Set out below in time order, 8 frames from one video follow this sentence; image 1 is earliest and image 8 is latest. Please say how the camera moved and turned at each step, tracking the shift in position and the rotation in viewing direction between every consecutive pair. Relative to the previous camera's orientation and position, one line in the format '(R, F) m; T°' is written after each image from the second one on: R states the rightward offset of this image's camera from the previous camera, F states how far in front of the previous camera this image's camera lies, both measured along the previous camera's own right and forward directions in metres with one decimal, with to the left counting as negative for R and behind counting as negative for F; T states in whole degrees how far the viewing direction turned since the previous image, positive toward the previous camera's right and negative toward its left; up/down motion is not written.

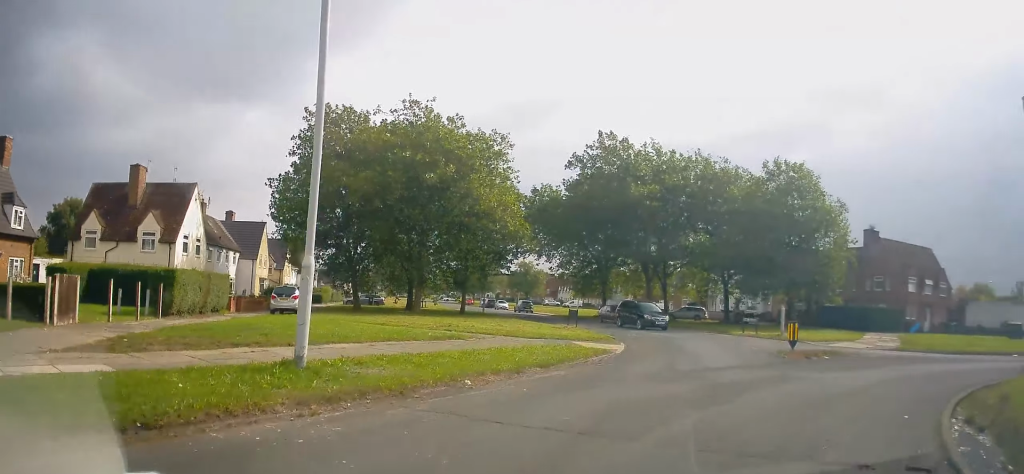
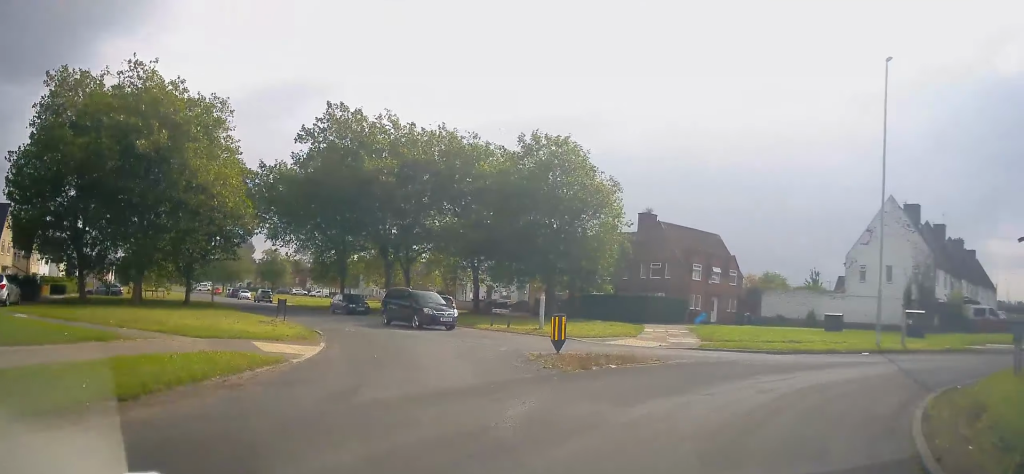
(+1.1, +5.1) m; +23°
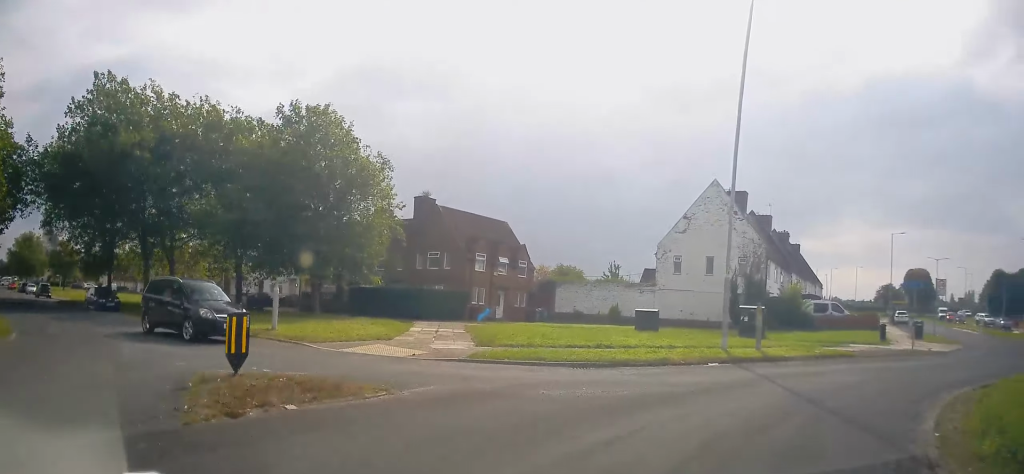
(+0.9, +5.1) m; +20°
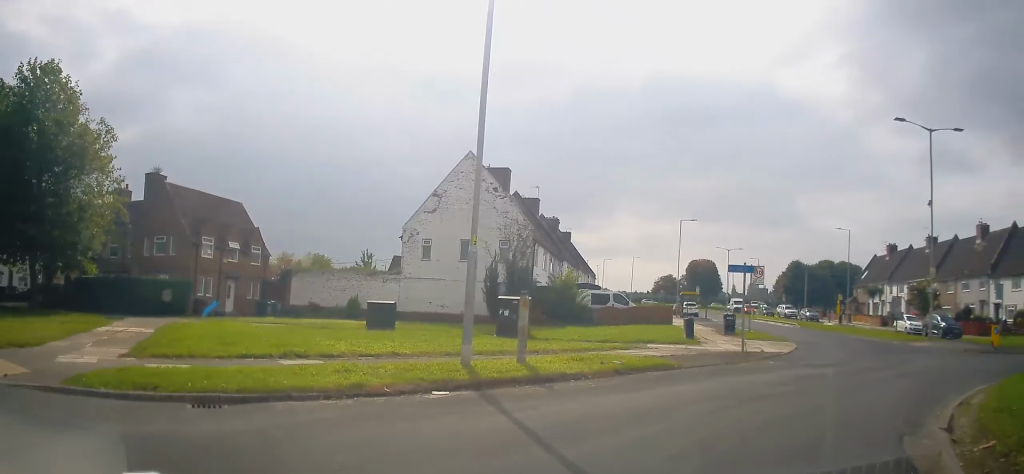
(+1.1, +5.5) m; +22°
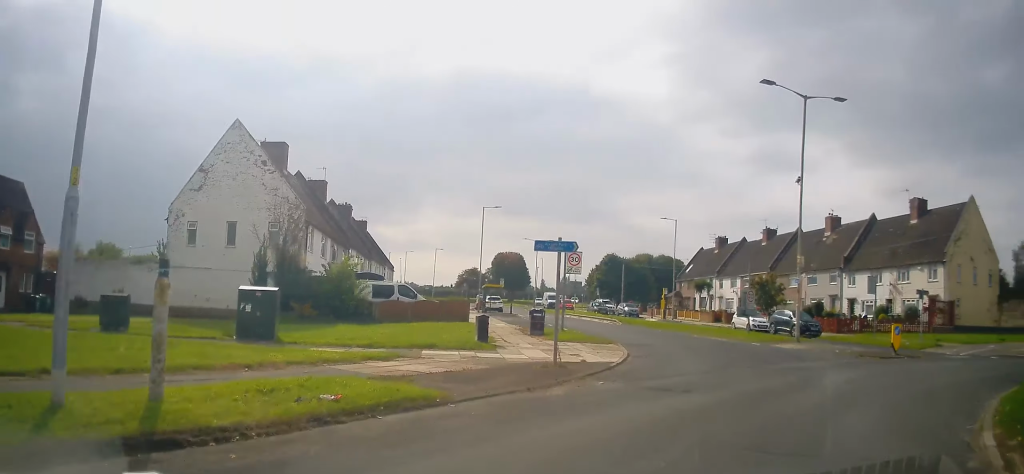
(+0.7, +4.9) m; +18°
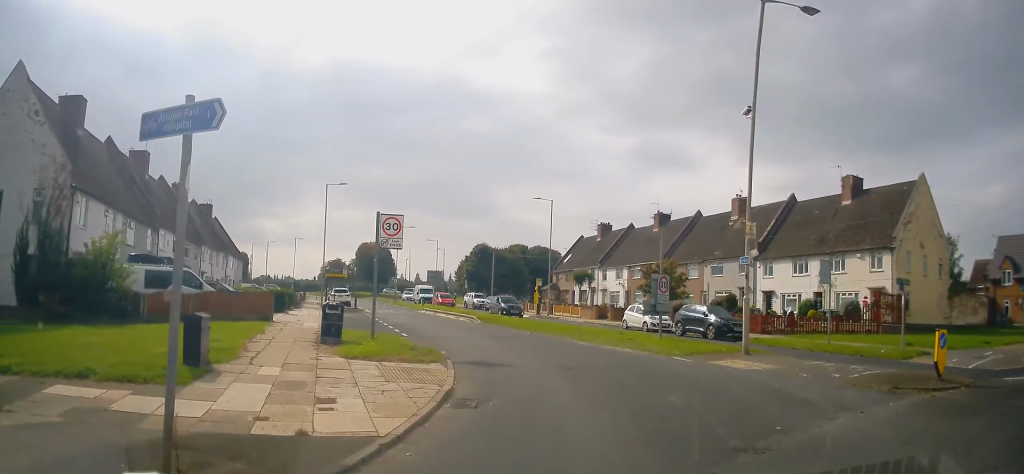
(+1.4, +8.0) m; +11°
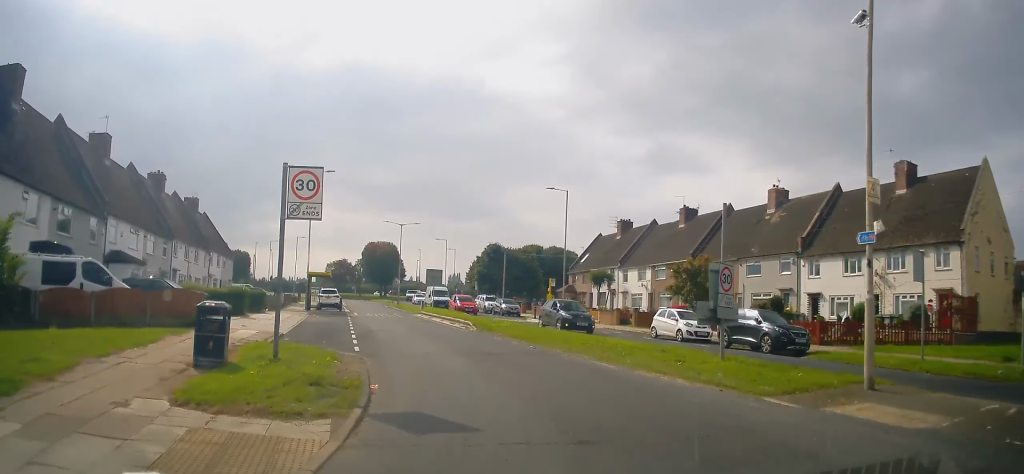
(+0.1, +5.9) m; -1°
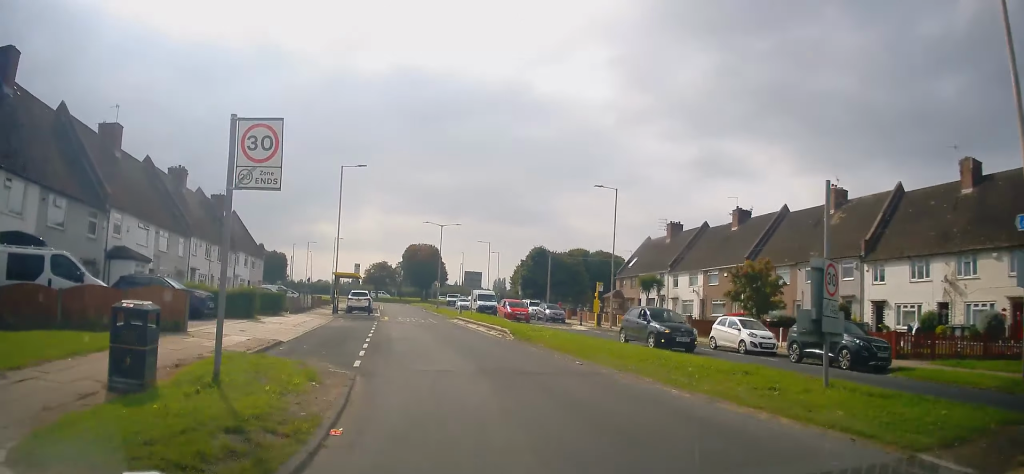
(+0.2, +3.0) m; -2°
